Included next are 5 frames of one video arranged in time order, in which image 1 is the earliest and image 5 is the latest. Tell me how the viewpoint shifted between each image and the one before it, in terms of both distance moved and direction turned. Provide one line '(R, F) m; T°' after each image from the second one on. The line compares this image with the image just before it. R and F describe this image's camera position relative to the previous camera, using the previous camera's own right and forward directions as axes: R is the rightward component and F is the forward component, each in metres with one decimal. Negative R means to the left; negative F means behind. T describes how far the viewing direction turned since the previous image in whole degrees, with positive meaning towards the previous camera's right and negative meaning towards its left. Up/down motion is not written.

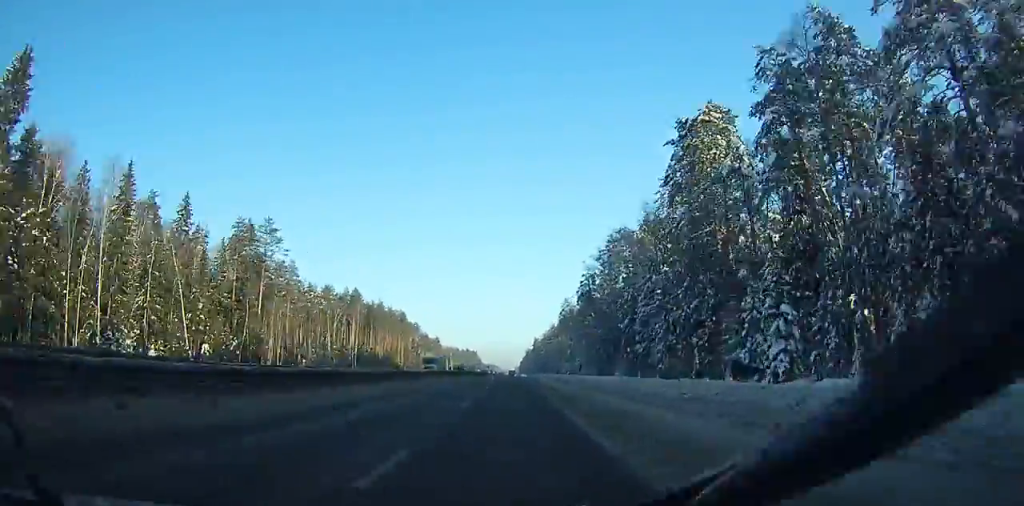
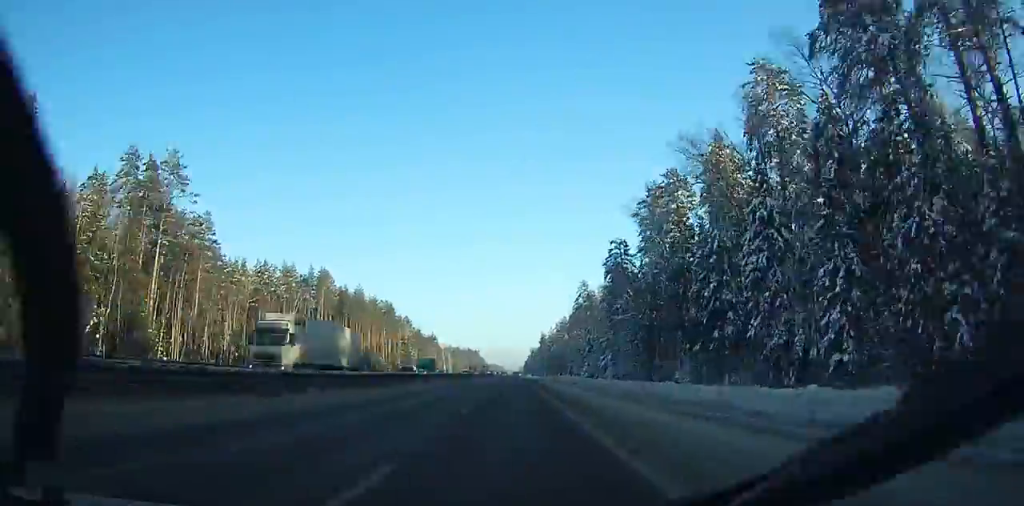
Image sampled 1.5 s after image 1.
(+0.4, +35.0) m; 0°
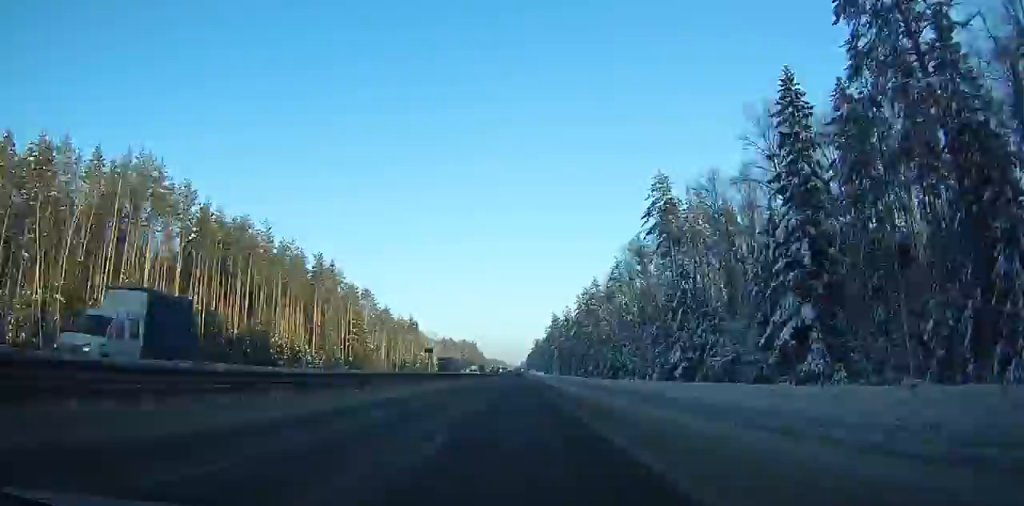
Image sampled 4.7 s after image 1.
(-0.3, +77.2) m; 0°
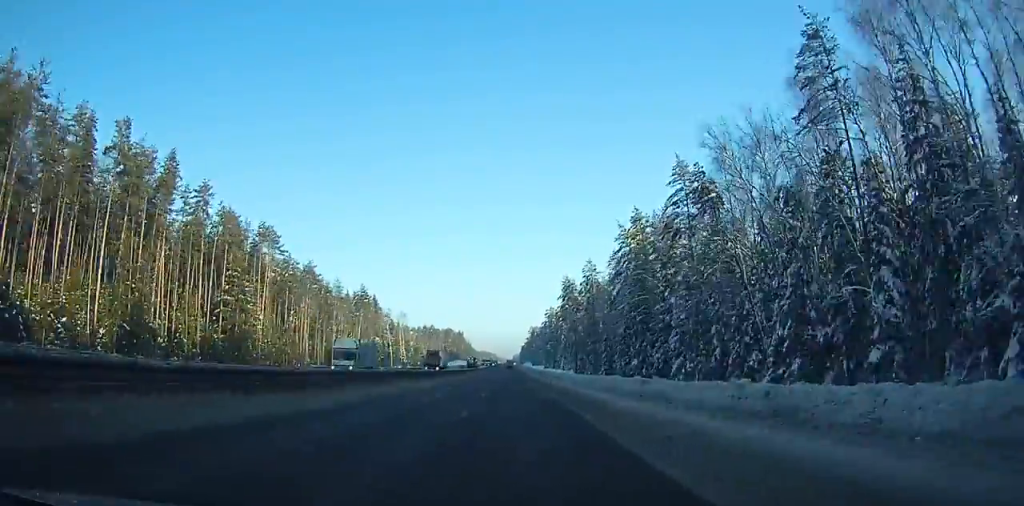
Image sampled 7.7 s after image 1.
(-0.2, +77.1) m; 0°
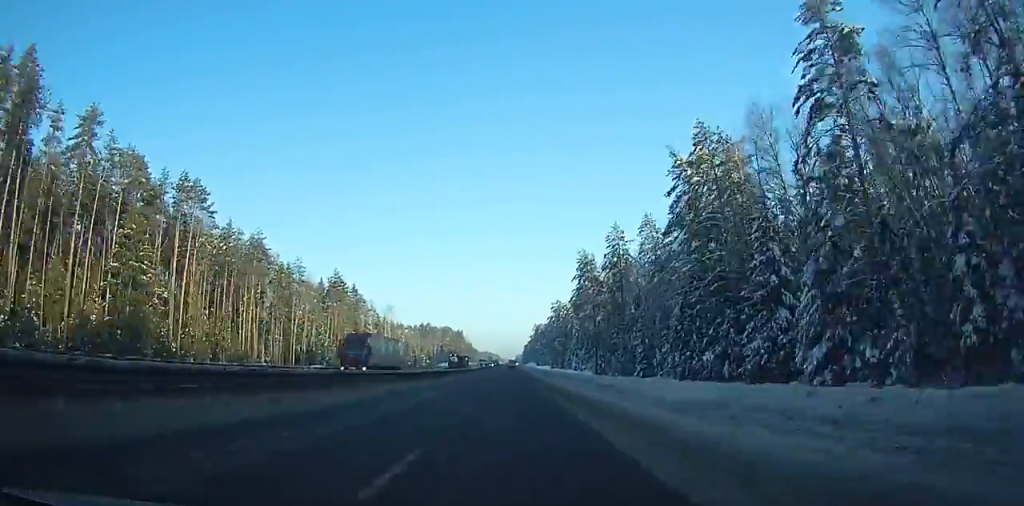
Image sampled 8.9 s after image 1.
(+0.3, +31.7) m; 0°
